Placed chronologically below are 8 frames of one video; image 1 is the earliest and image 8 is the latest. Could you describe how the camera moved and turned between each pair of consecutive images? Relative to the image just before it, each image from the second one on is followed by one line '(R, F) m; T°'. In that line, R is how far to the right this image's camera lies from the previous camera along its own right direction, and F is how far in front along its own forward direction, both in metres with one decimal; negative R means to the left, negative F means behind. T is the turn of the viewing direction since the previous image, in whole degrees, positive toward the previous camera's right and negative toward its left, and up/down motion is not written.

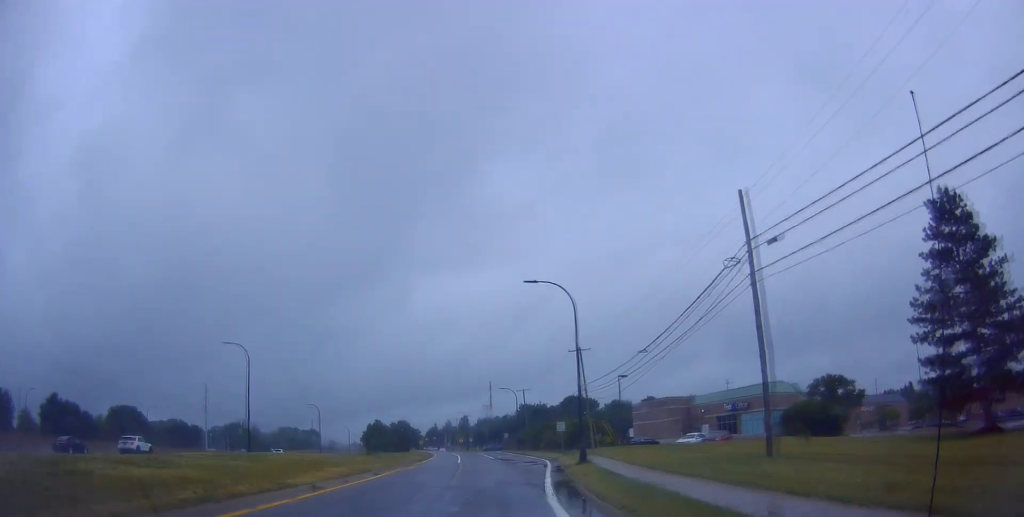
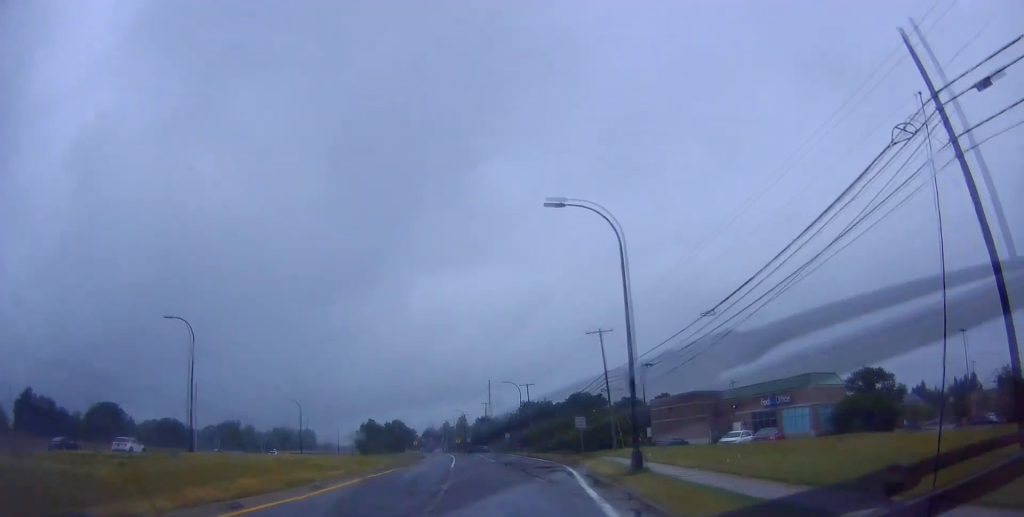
(0.0, +10.6) m; +1°
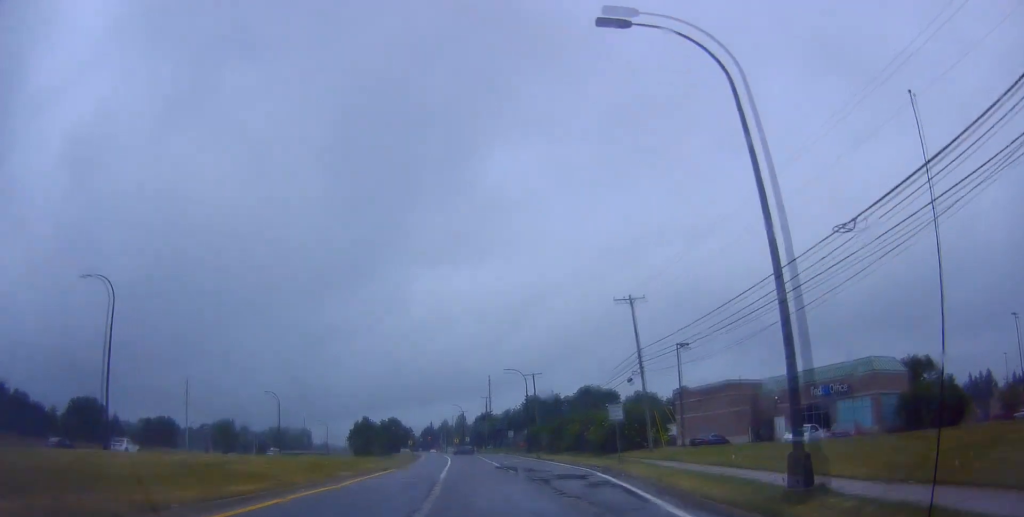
(+0.3, +10.5) m; 0°
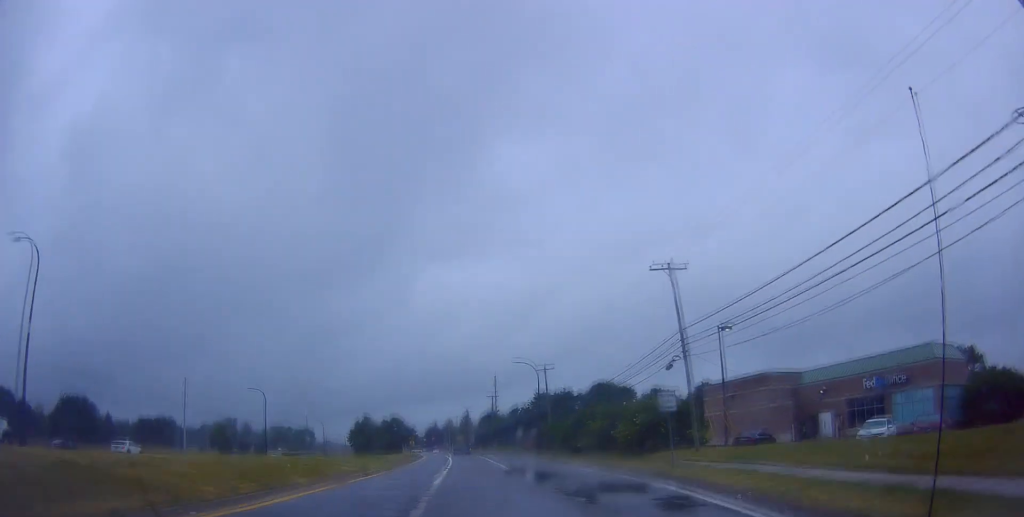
(-0.1, +7.6) m; -1°
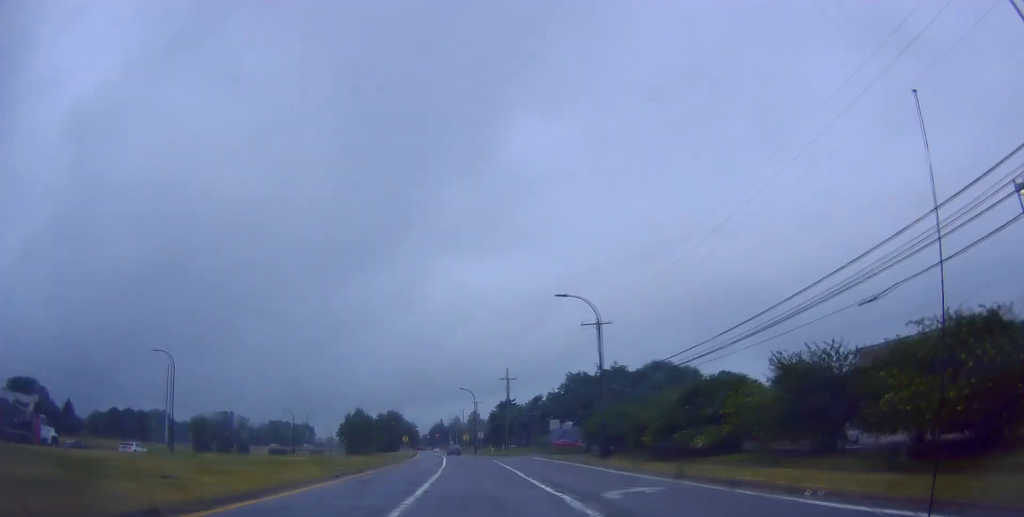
(-0.6, +26.9) m; -1°
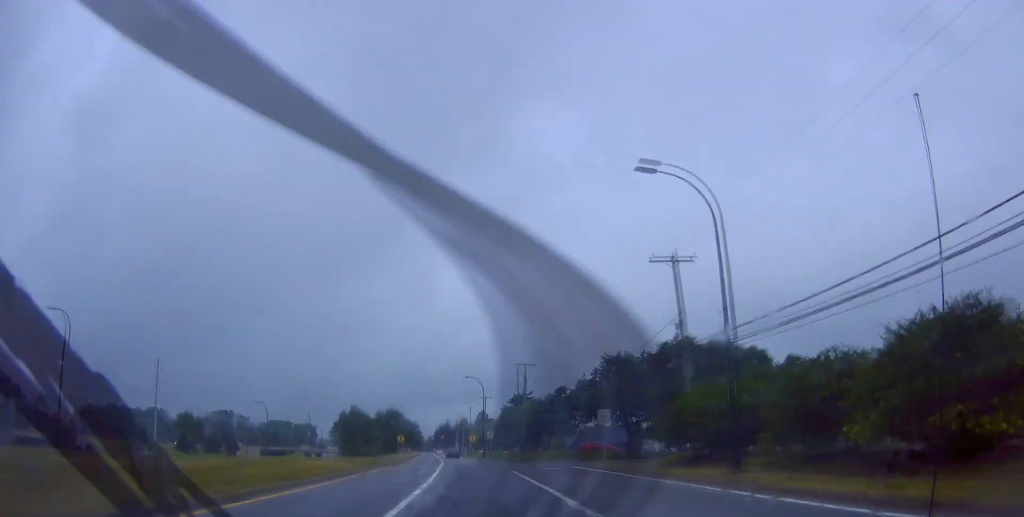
(+0.1, +16.8) m; +2°
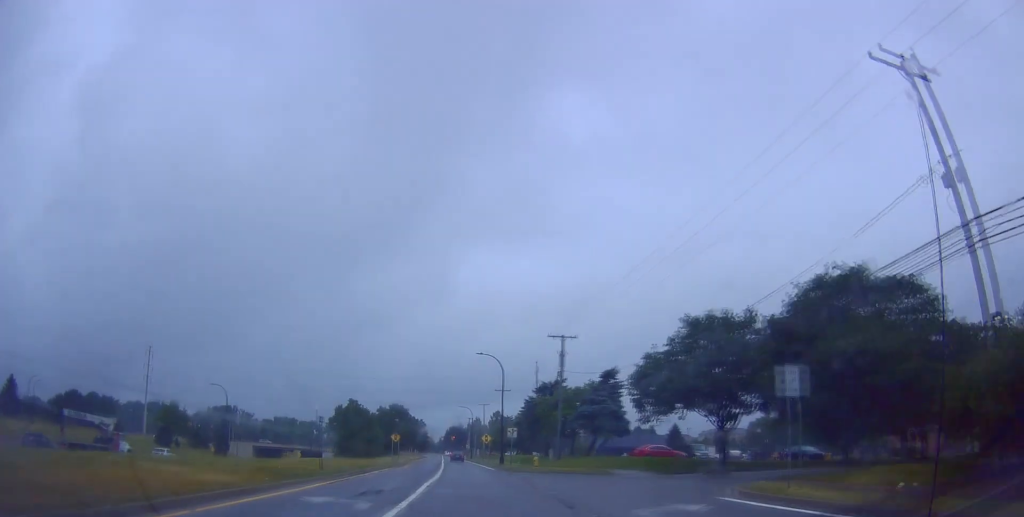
(+0.6, +19.3) m; 0°
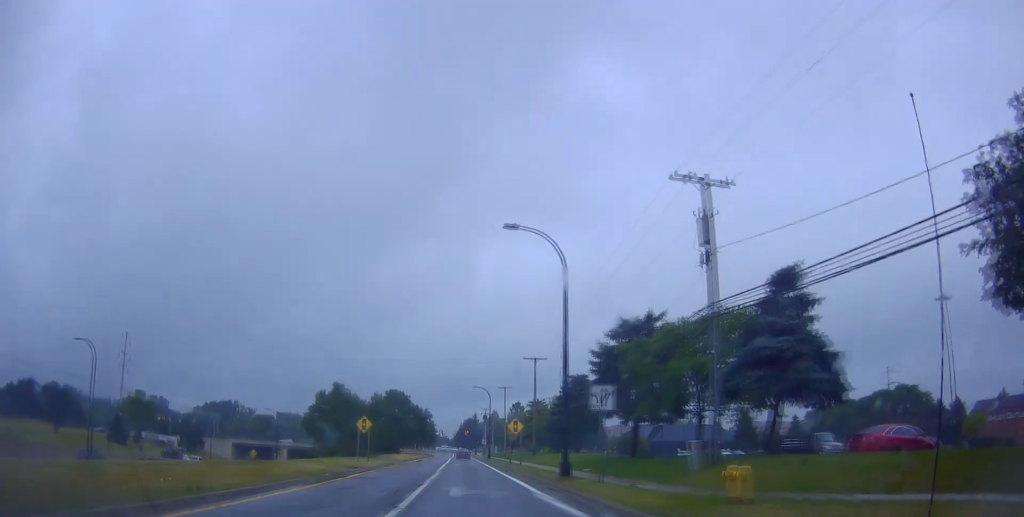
(-1.5, +30.6) m; -3°
